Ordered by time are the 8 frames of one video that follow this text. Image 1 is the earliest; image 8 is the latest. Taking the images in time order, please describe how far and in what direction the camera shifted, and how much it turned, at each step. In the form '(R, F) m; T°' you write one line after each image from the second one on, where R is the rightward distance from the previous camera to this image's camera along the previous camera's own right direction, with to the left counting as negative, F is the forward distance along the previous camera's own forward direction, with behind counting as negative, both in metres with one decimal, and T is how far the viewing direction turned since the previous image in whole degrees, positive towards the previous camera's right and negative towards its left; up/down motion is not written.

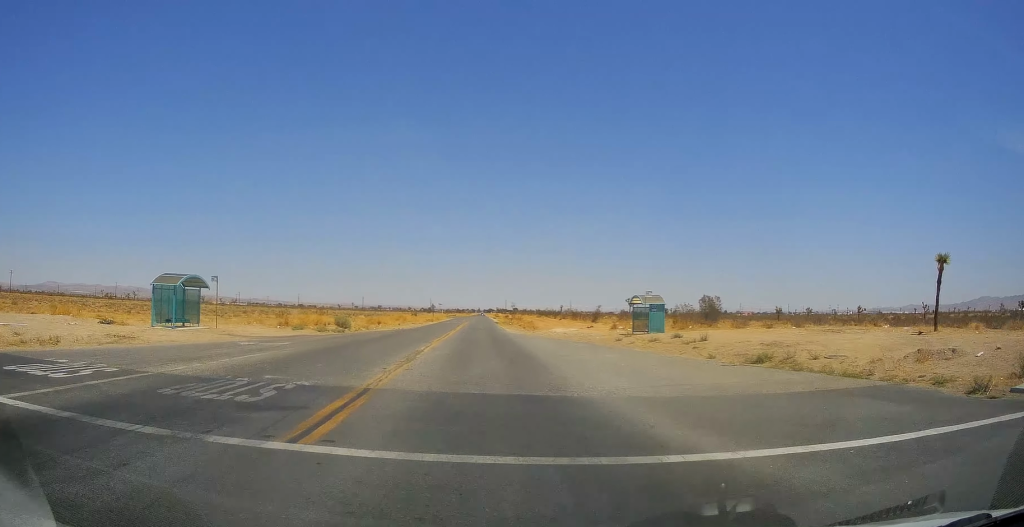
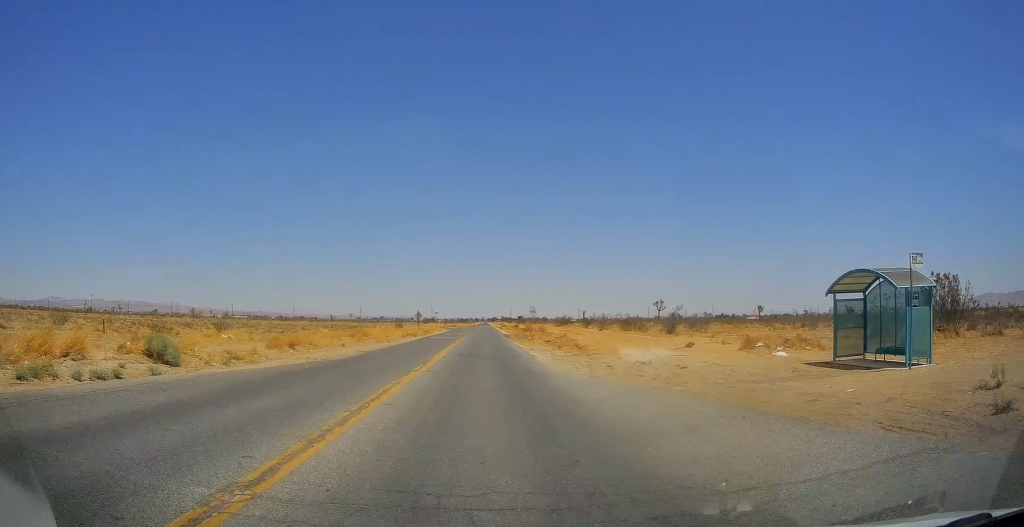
(0.0, +23.6) m; -1°
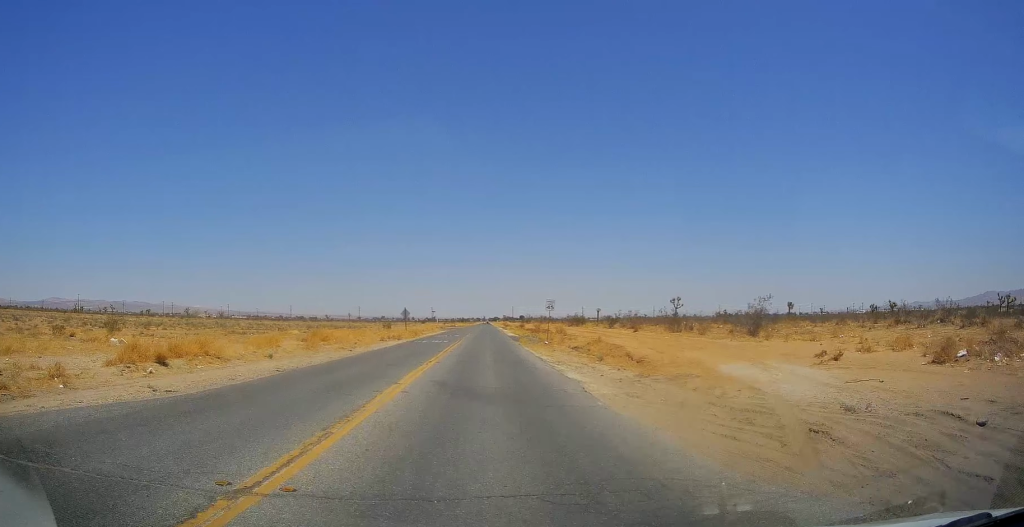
(0.0, +11.3) m; -1°
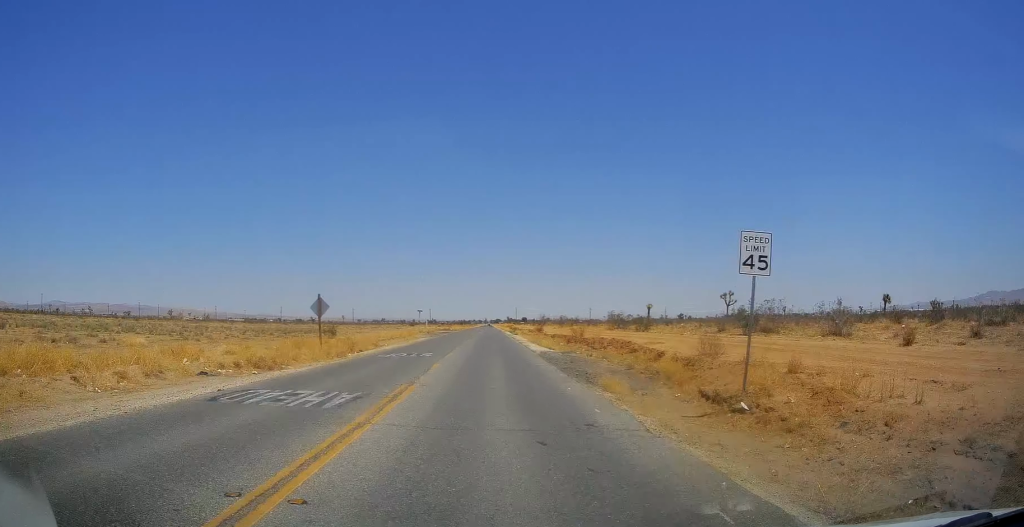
(-0.1, +39.2) m; +1°
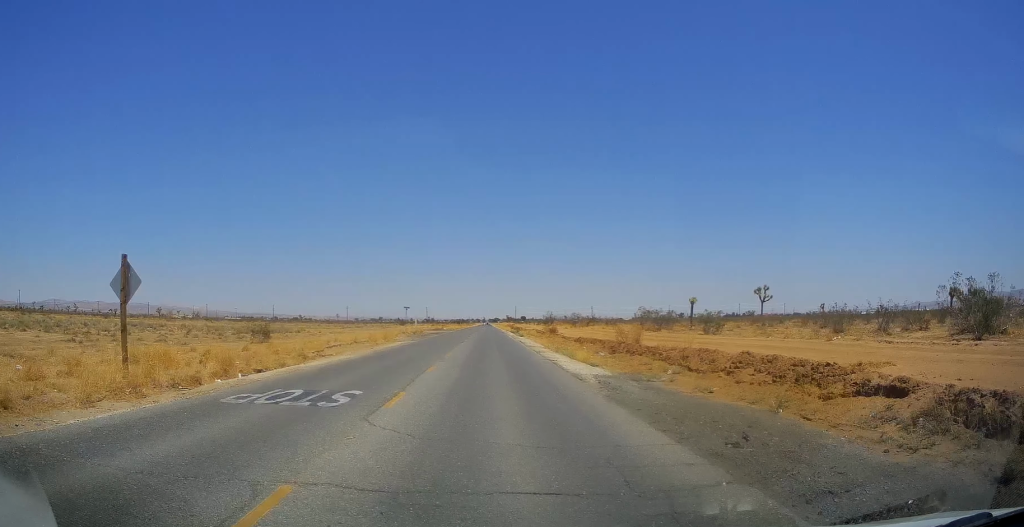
(+0.1, +14.7) m; 0°
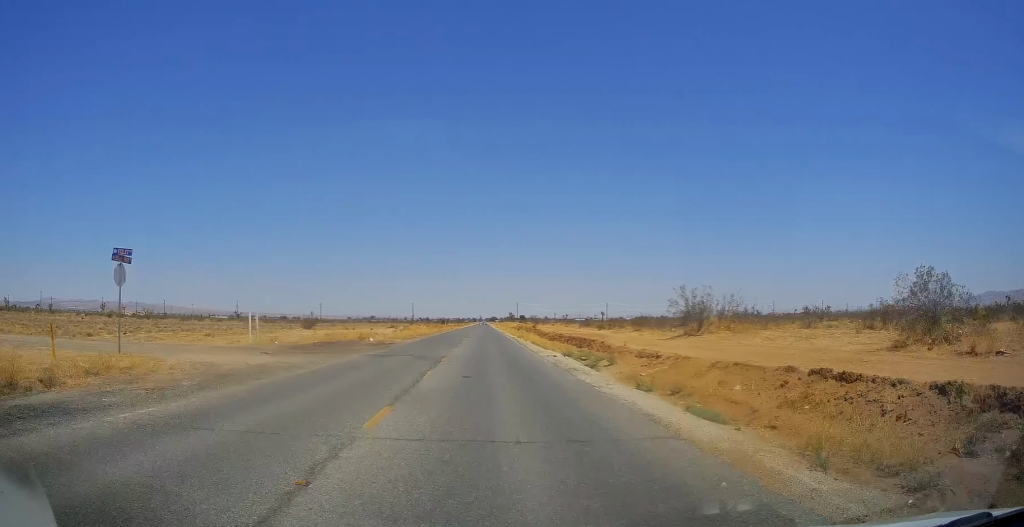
(+0.3, +70.8) m; 0°
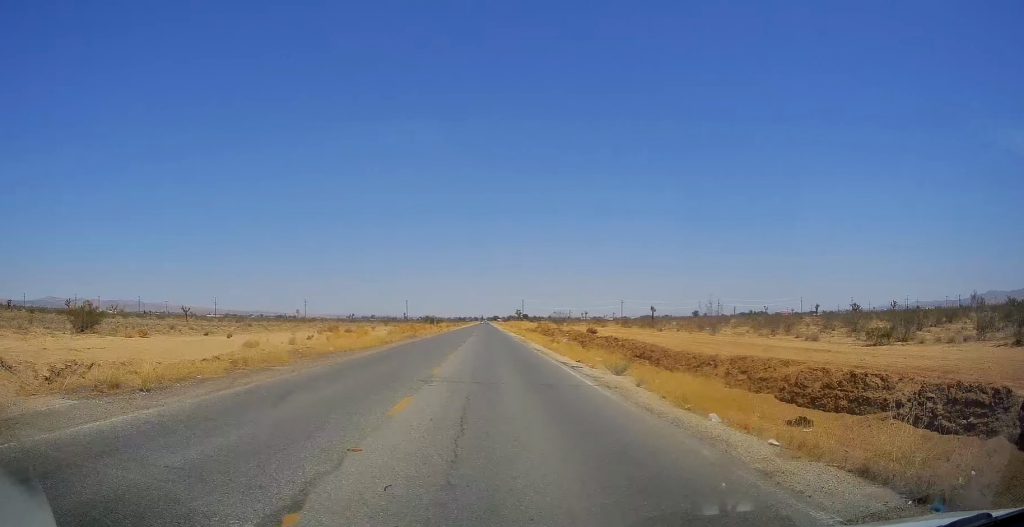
(-0.3, +42.6) m; 0°
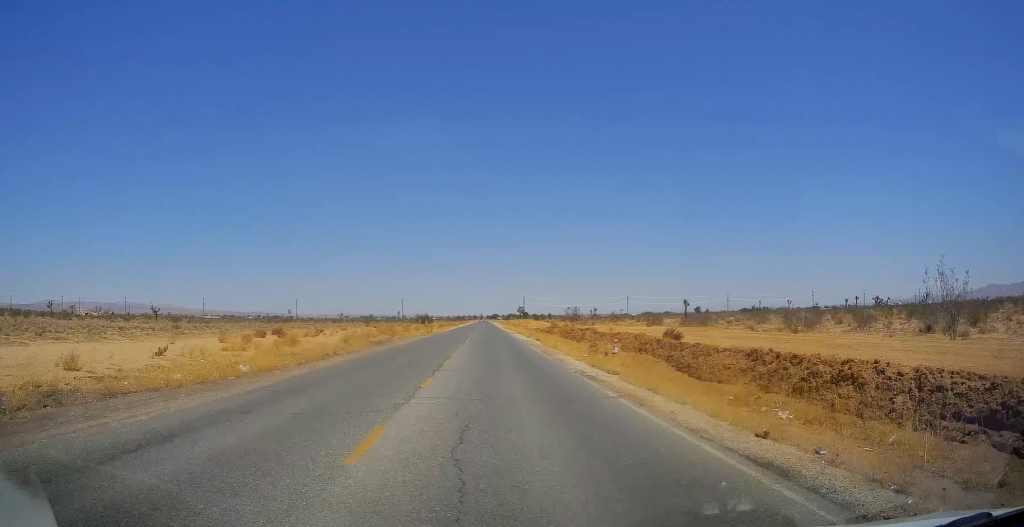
(-0.1, +18.0) m; 0°
